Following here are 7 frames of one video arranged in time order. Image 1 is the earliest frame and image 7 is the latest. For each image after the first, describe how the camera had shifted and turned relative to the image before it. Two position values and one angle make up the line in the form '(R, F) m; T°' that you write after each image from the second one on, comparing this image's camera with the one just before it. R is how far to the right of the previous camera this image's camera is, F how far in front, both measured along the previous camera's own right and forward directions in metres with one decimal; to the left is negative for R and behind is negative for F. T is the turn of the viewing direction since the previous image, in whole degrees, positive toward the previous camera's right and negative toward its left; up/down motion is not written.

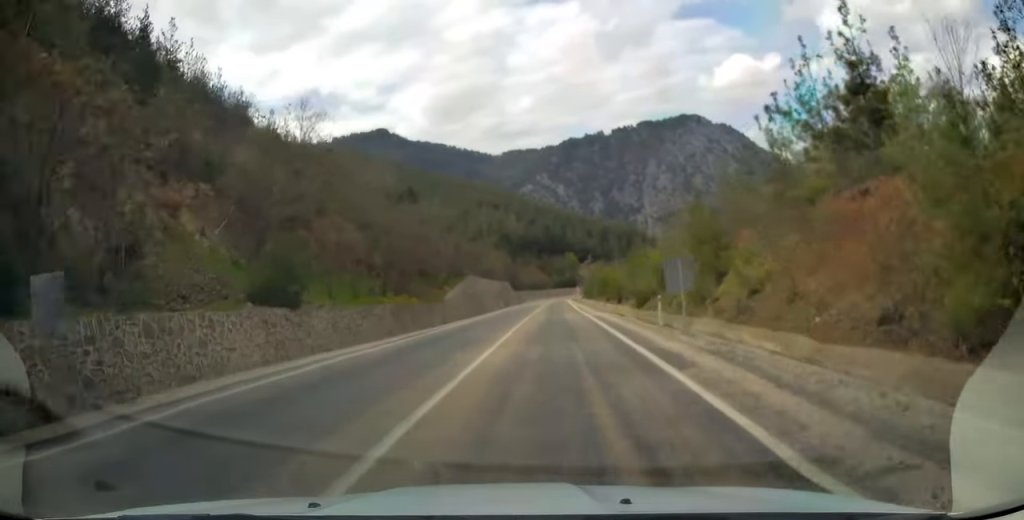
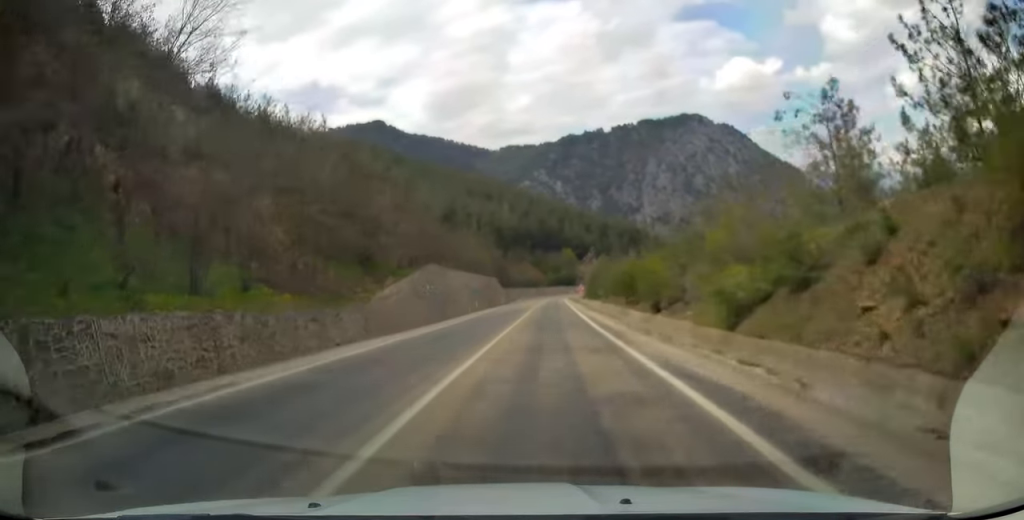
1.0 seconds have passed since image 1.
(+0.4, +19.8) m; +1°
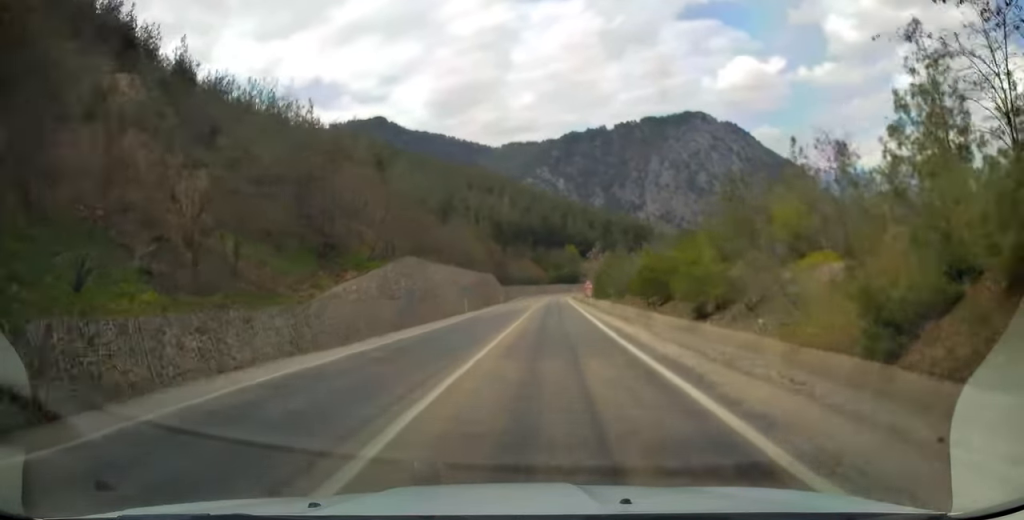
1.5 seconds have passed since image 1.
(0.0, +8.3) m; 0°
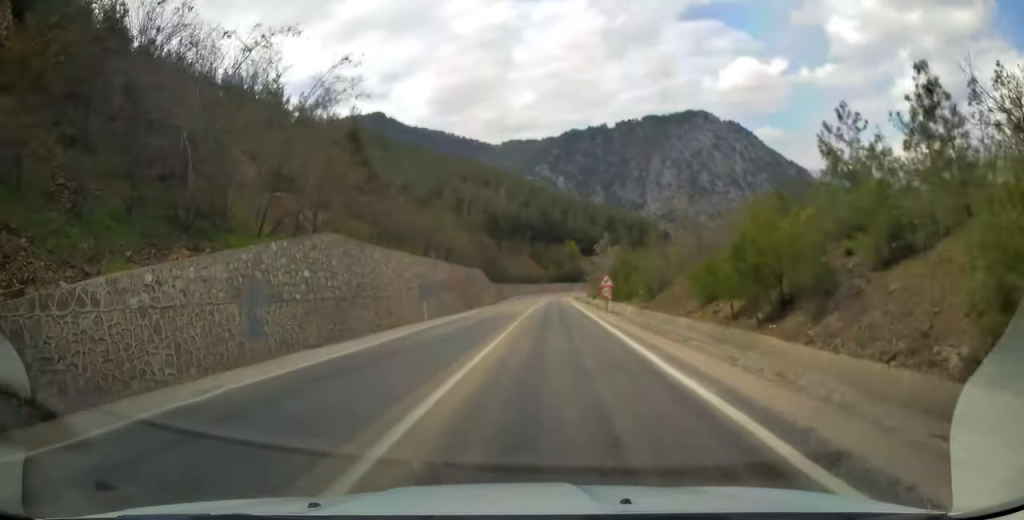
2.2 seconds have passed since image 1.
(-0.1, +14.9) m; 0°
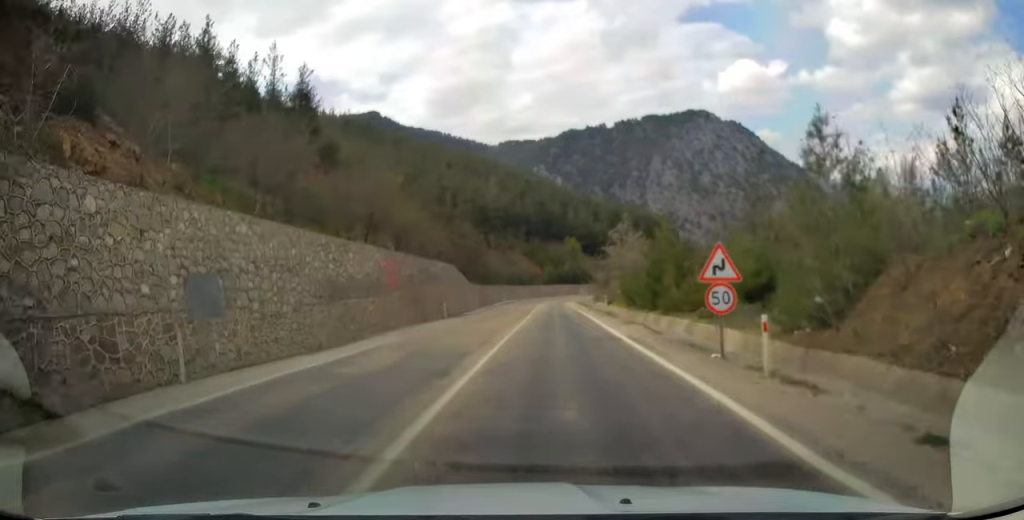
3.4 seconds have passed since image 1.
(0.0, +22.6) m; 0°
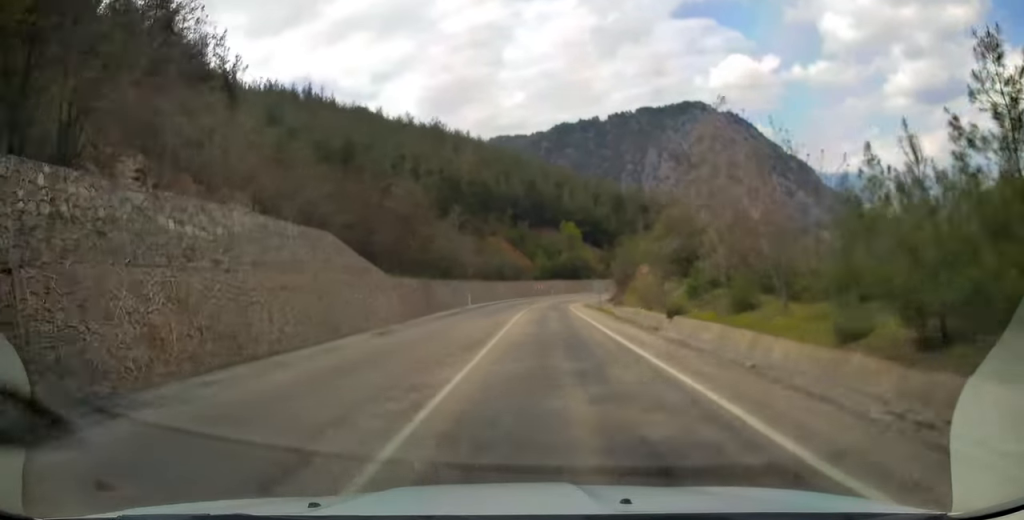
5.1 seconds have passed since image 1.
(+0.1, +35.1) m; 0°
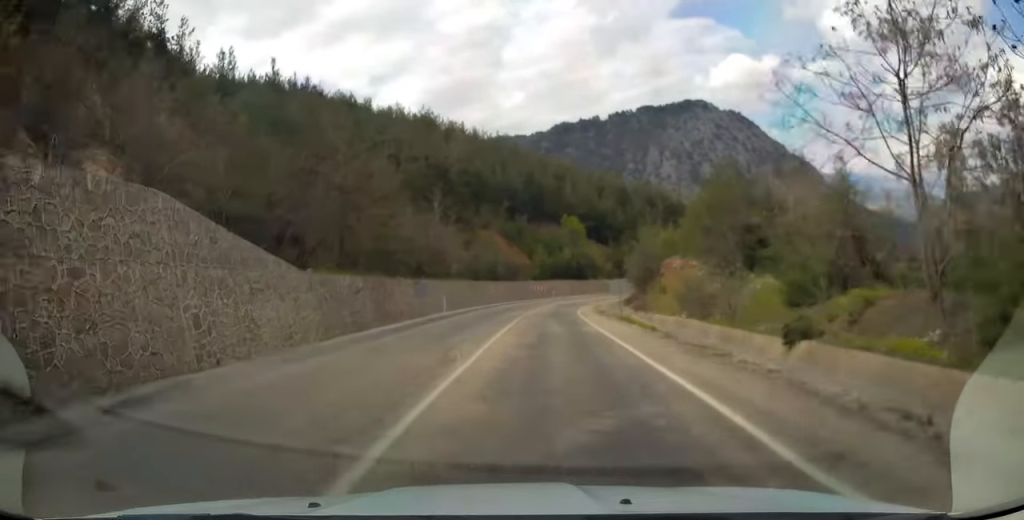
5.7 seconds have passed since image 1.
(-0.2, +13.9) m; 0°
